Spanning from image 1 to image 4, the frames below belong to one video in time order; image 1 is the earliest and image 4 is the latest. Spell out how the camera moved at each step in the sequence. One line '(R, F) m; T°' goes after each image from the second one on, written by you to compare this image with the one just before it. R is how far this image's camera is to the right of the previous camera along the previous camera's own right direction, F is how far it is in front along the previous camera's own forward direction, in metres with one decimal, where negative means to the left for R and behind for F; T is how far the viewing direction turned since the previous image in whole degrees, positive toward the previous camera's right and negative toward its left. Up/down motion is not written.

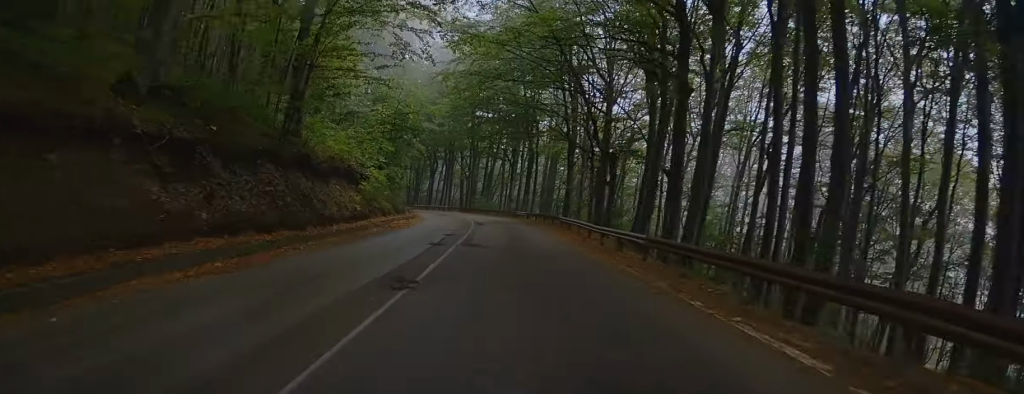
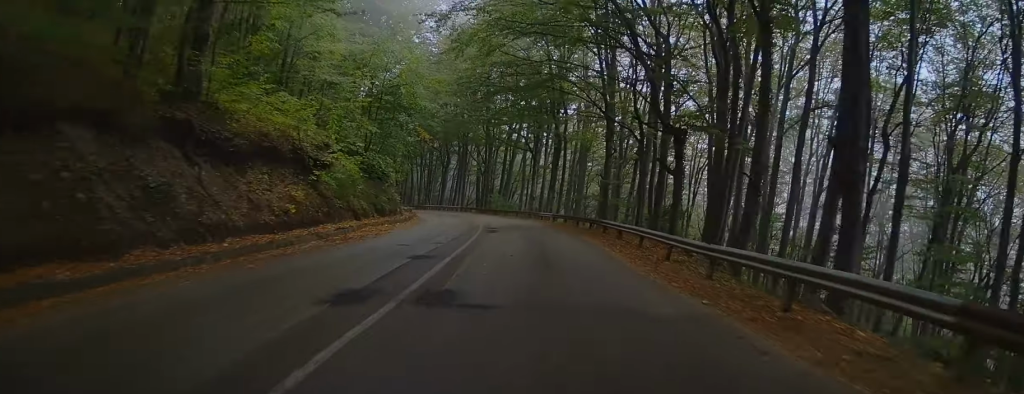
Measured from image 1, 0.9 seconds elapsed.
(-0.7, +11.9) m; -6°
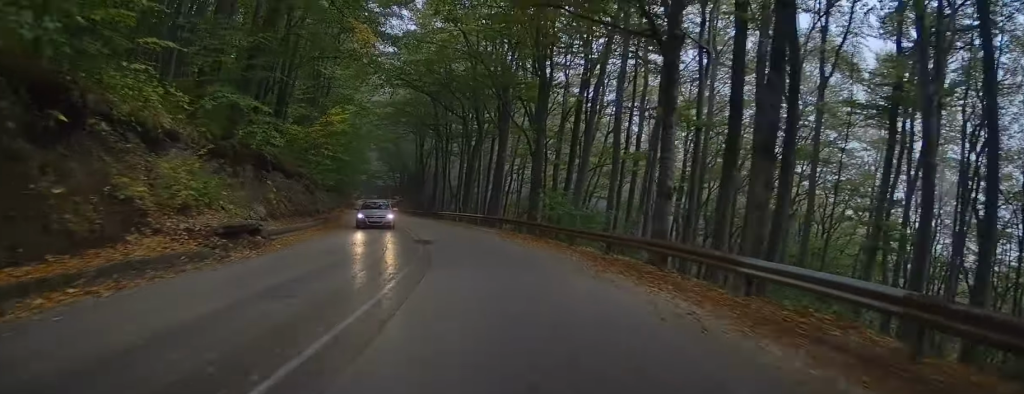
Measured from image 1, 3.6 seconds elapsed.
(-4.1, +37.0) m; -12°
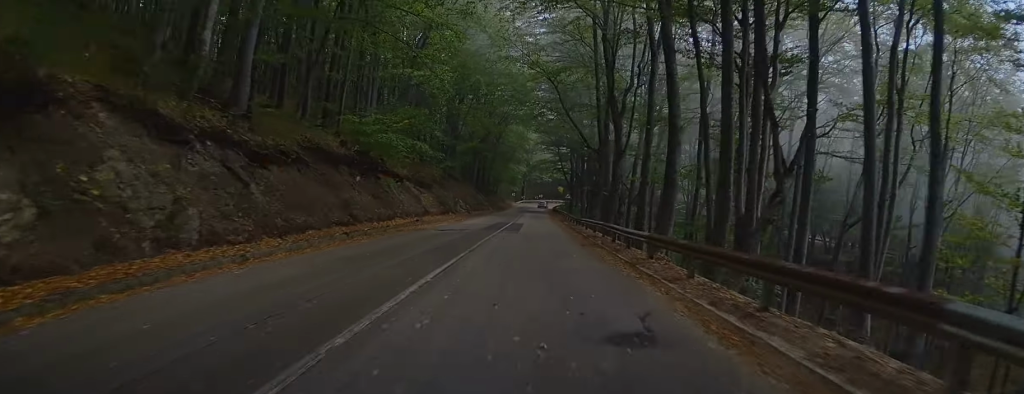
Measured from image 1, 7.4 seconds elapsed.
(-5.4, +48.8) m; -15°
